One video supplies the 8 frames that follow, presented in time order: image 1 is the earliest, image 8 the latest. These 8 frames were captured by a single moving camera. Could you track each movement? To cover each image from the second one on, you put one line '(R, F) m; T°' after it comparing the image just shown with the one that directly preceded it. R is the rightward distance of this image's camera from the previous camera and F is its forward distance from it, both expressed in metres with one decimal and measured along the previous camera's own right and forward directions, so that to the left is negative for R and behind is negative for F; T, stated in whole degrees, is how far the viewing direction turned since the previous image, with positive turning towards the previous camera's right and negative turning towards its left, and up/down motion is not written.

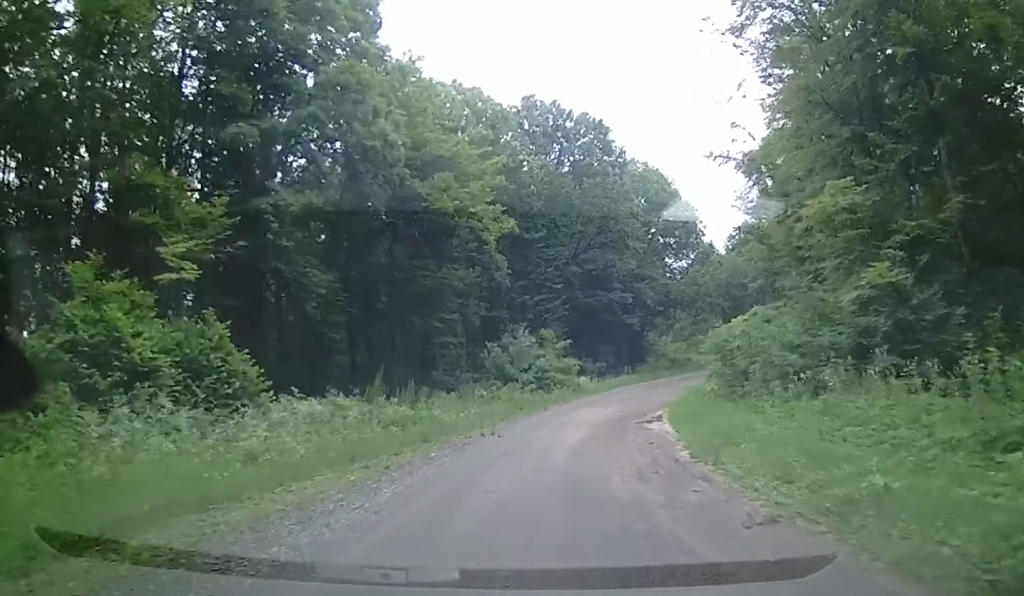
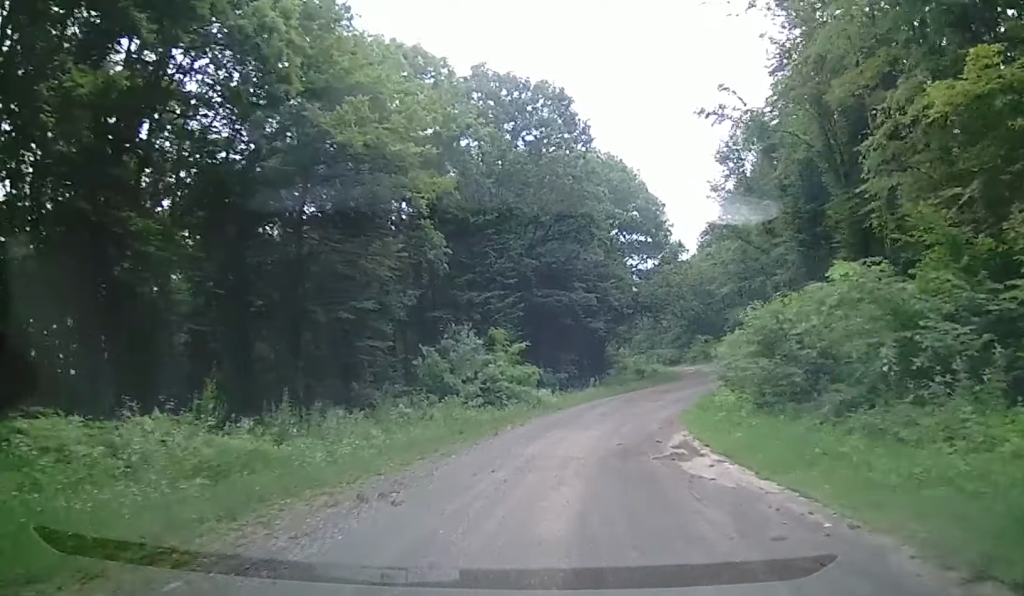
(+0.7, +9.6) m; +4°
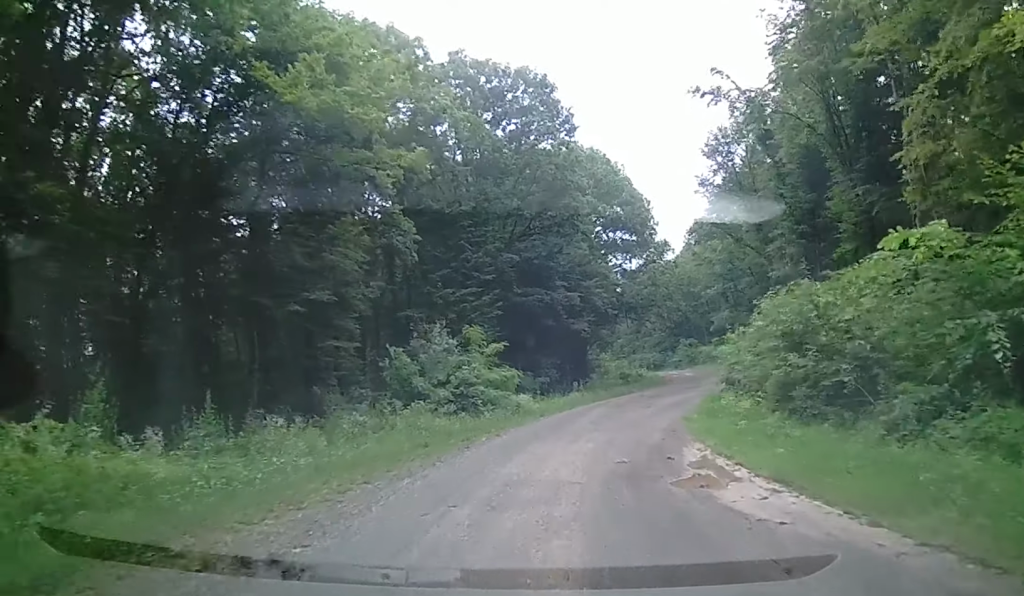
(-0.1, +3.3) m; +1°
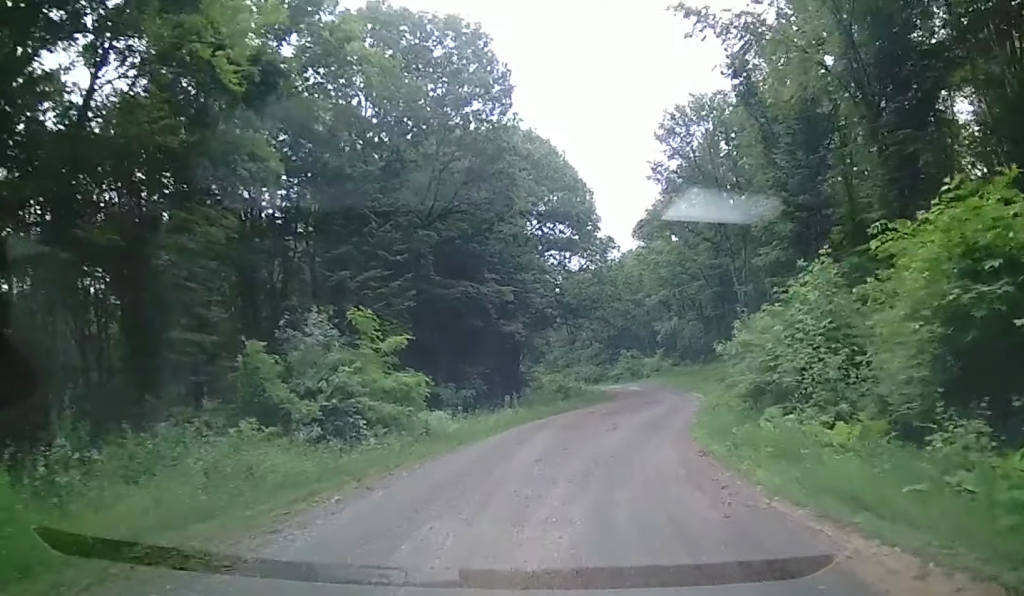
(+0.4, +9.6) m; +7°
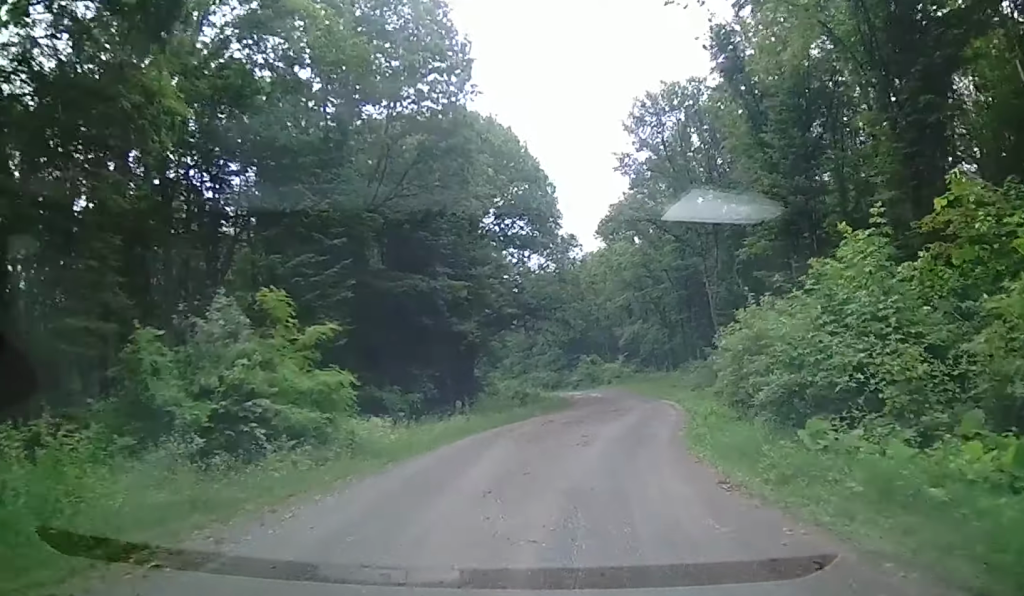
(+0.1, +4.2) m; +4°
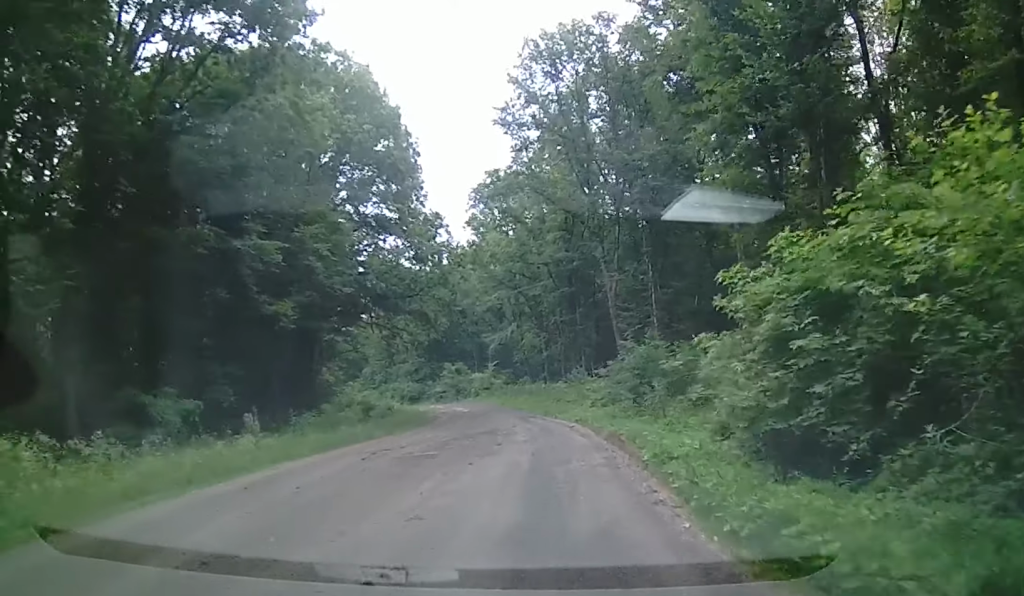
(+0.7, +12.2) m; +7°
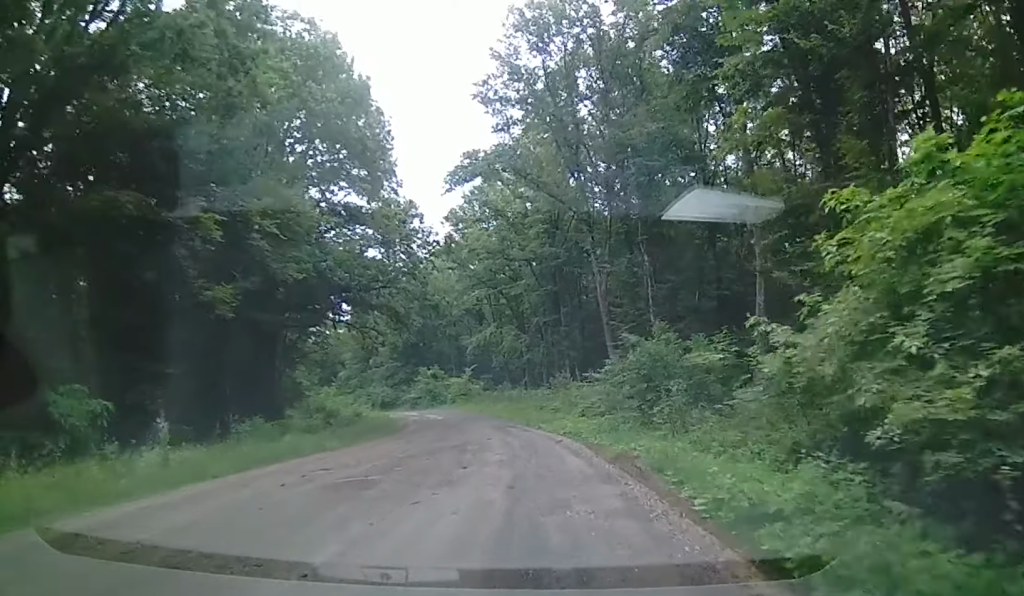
(+0.2, +4.5) m; +1°
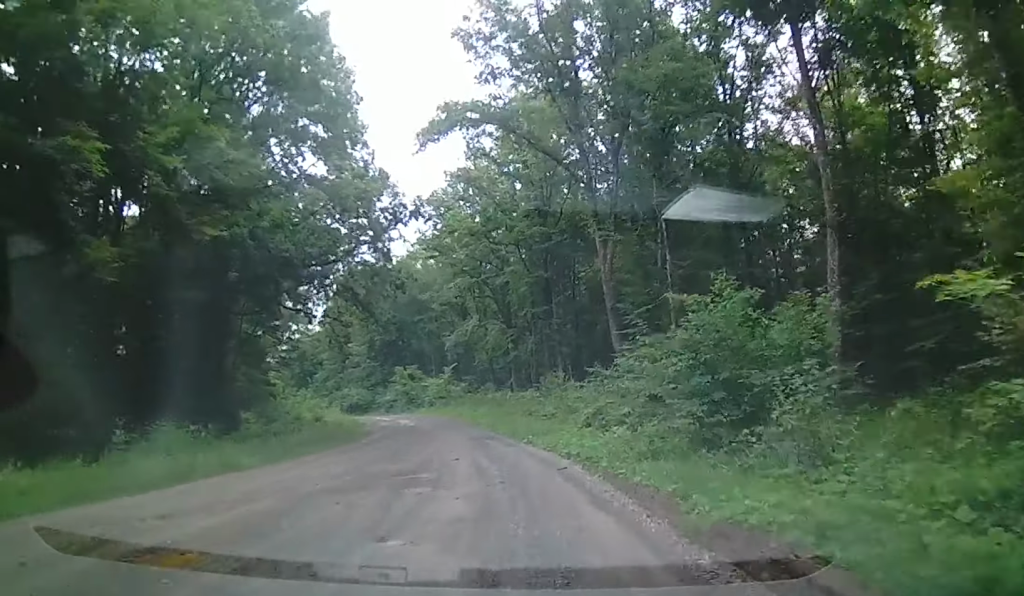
(+0.2, +7.0) m; -1°
